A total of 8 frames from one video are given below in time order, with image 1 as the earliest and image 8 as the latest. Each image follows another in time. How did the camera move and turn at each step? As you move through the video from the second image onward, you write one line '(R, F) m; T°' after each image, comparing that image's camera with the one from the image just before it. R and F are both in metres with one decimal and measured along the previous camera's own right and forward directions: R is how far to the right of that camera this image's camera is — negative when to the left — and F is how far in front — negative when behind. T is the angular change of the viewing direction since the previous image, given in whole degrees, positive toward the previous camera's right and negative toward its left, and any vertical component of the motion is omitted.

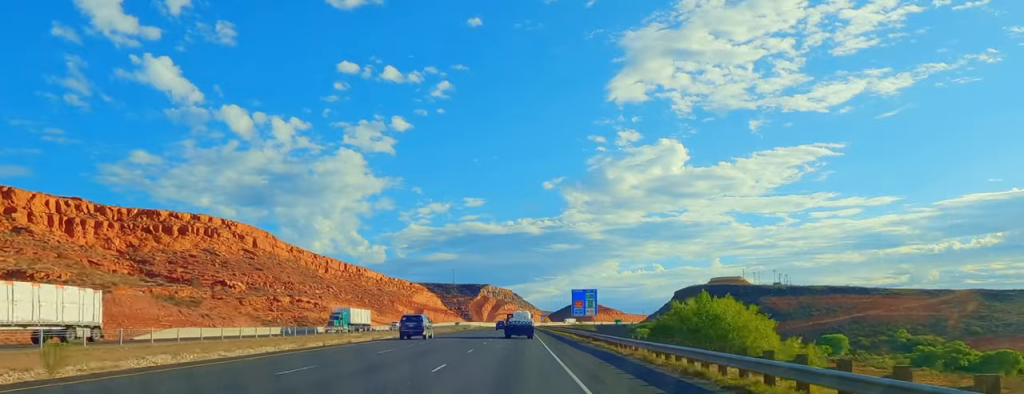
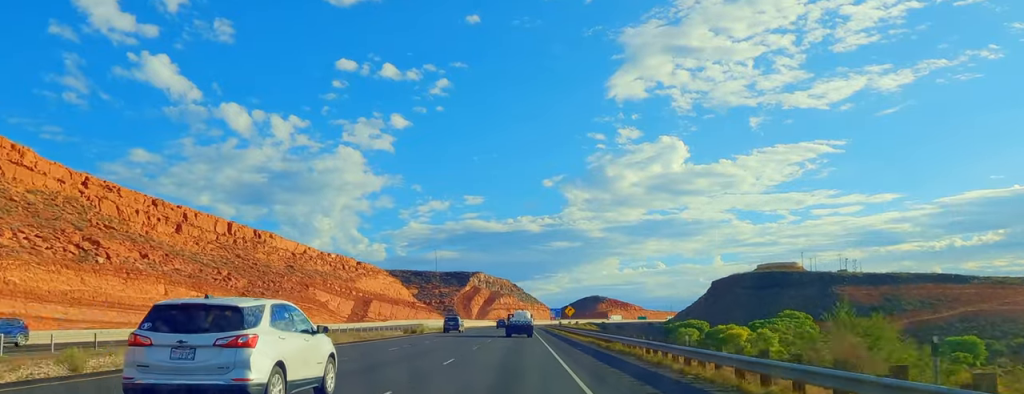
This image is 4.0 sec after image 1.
(-1.0, +120.1) m; 0°
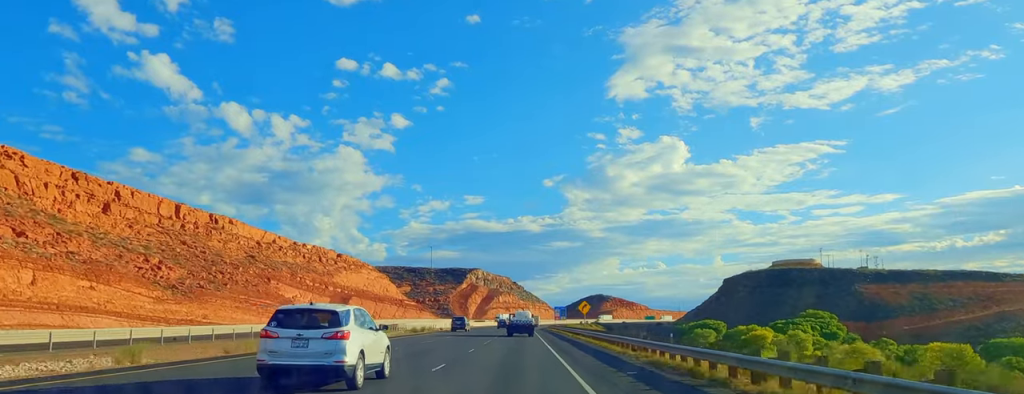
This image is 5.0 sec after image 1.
(+0.3, +27.8) m; 0°
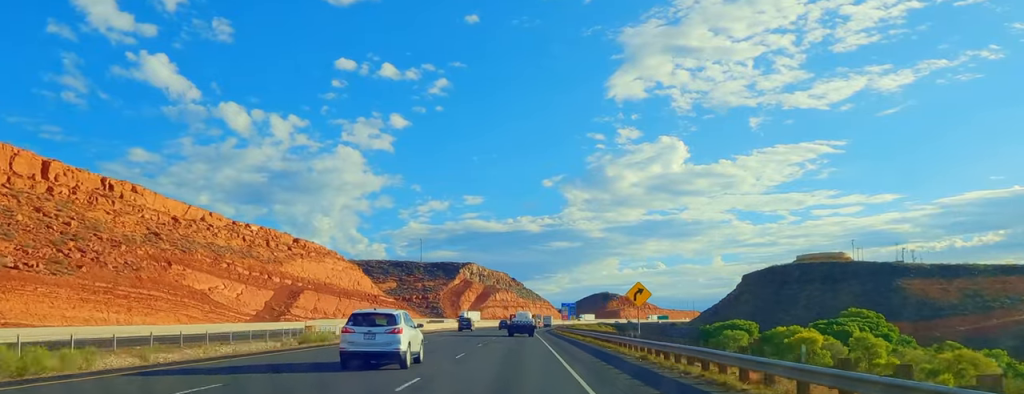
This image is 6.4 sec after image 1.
(+0.2, +42.8) m; 0°
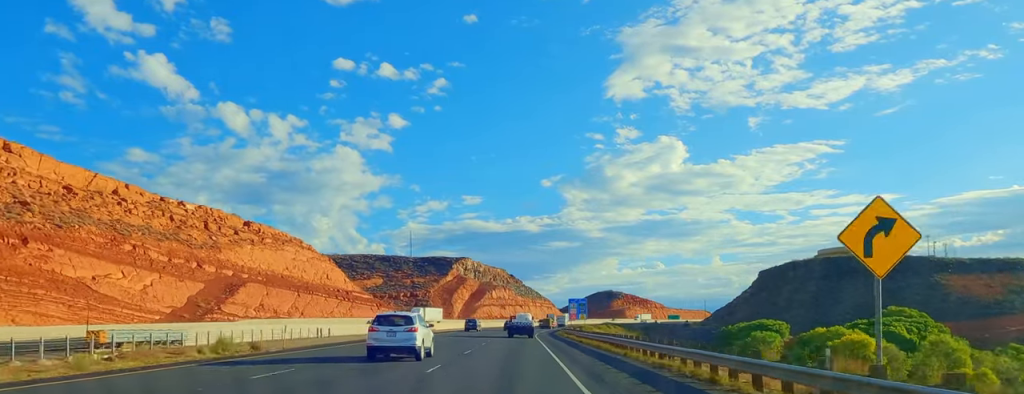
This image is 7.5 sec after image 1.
(0.0, +31.8) m; 0°
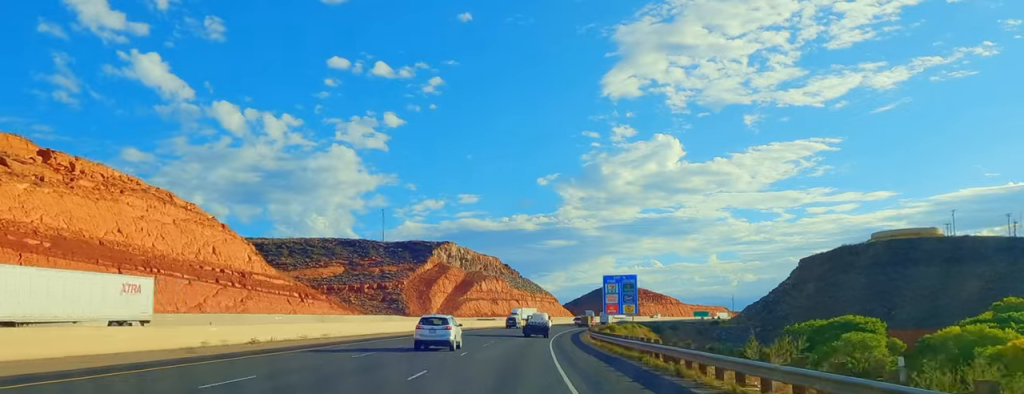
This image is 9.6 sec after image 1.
(0.0, +63.7) m; +1°
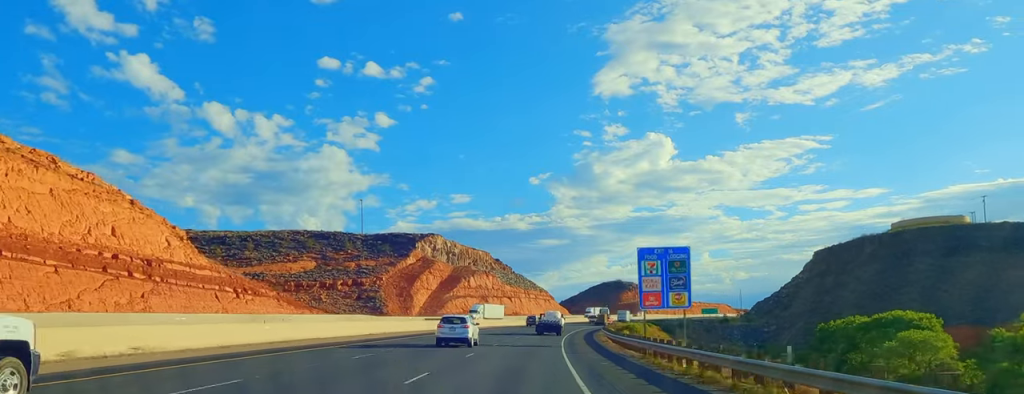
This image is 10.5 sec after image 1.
(+0.4, +26.0) m; +1°
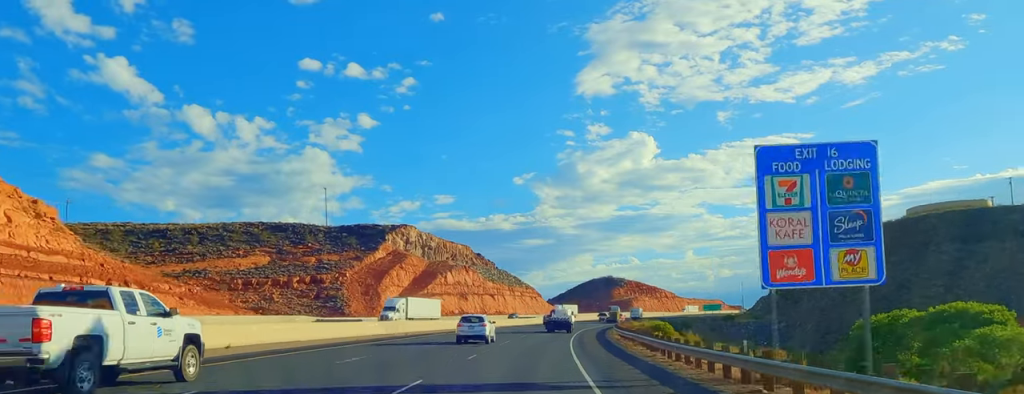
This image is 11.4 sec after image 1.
(-0.1, +27.1) m; +1°
